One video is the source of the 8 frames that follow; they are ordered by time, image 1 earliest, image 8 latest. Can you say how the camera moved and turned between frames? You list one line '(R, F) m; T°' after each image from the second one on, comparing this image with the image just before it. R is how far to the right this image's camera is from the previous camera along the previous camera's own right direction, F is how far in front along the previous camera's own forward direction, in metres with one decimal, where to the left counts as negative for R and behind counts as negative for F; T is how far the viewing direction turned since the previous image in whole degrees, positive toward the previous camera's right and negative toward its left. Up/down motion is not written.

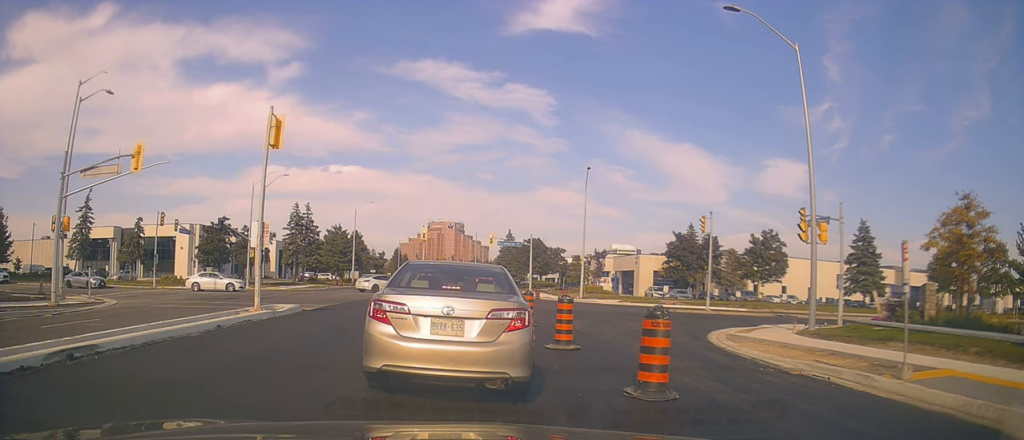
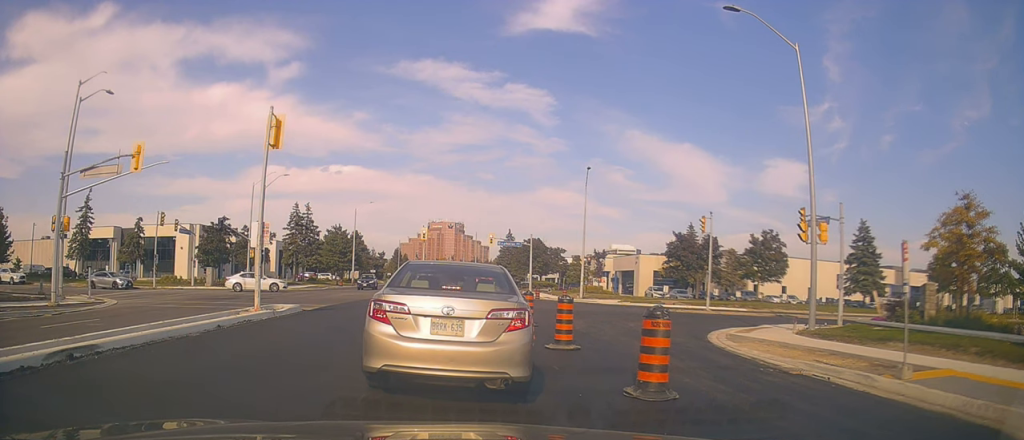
(0.0, 0.0) m; 0°
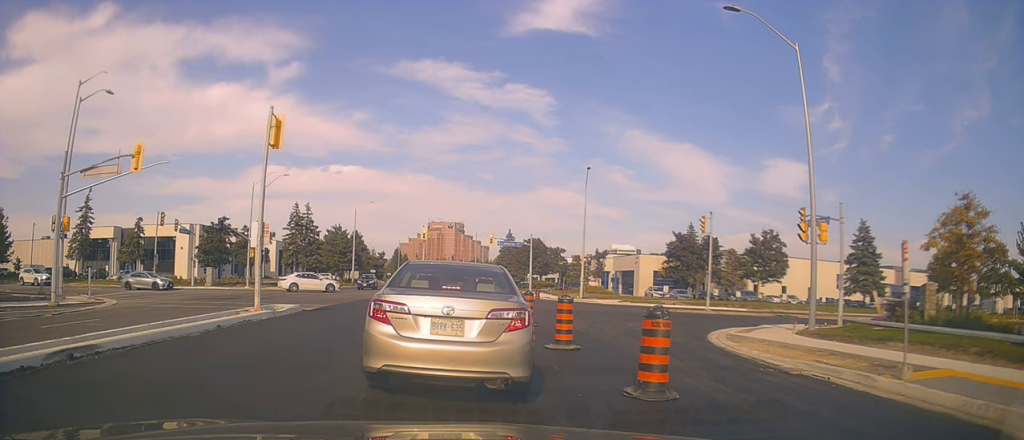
(0.0, 0.0) m; 0°
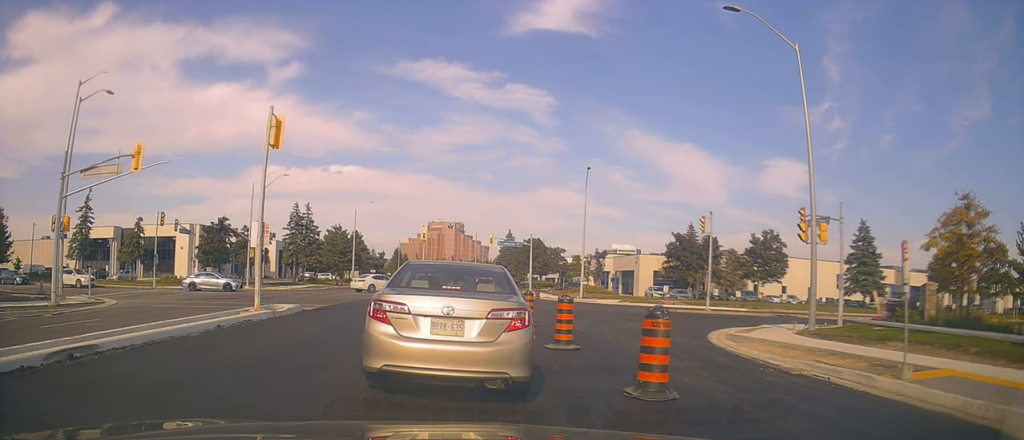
(0.0, 0.0) m; 0°
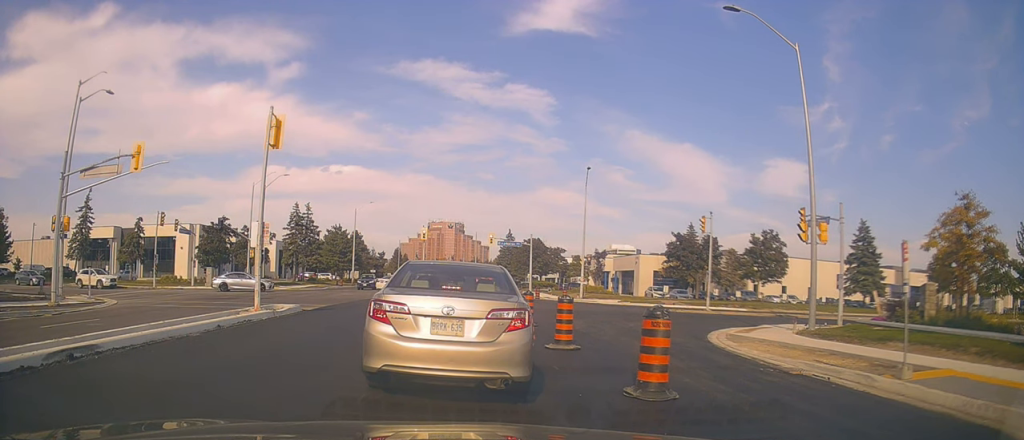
(0.0, 0.0) m; 0°
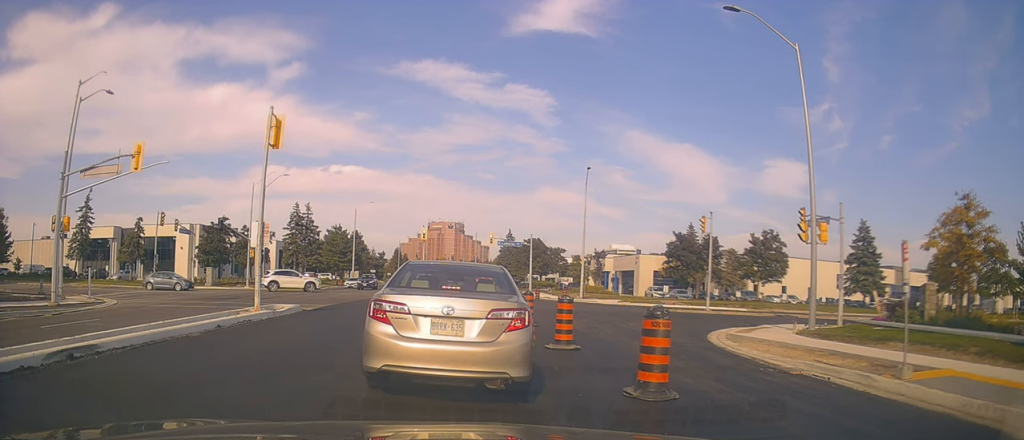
(0.0, 0.0) m; 0°
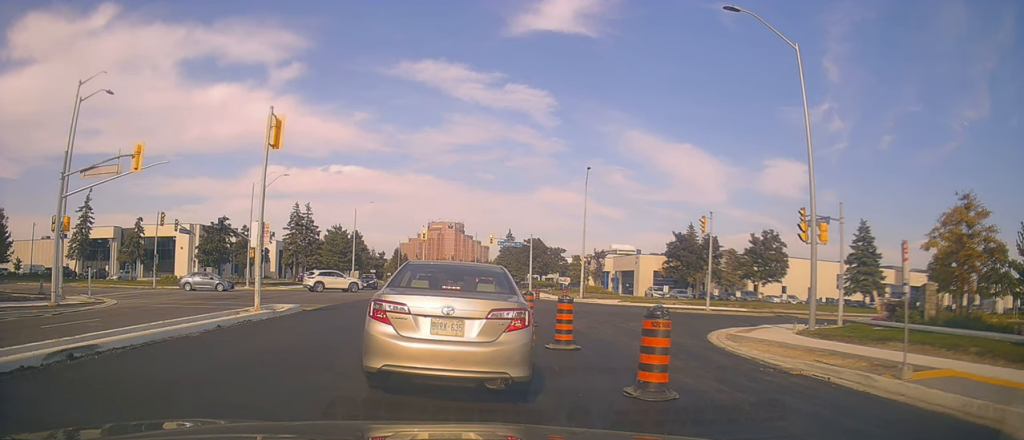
(0.0, 0.0) m; 0°
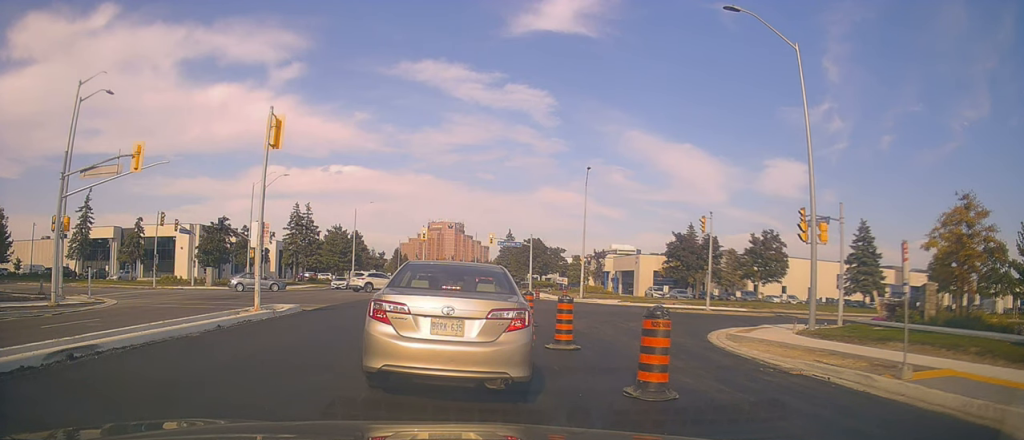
(0.0, 0.0) m; 0°
